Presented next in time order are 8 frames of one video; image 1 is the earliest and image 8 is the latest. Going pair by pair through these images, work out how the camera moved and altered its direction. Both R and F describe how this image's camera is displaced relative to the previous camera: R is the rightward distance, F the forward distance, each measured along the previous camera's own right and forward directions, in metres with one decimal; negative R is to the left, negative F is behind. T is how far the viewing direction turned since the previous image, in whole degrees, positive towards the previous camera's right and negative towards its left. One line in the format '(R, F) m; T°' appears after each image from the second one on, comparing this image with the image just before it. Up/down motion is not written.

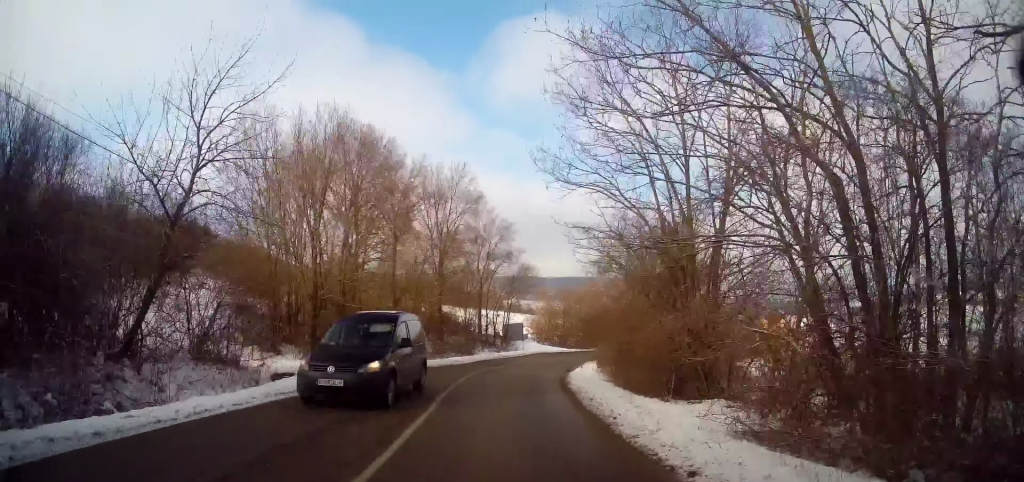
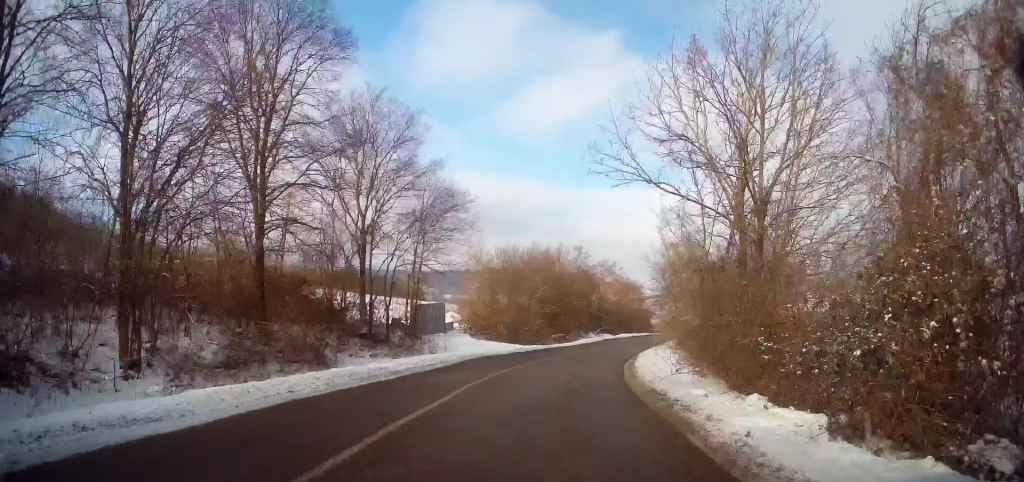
(+1.3, +25.8) m; +8°
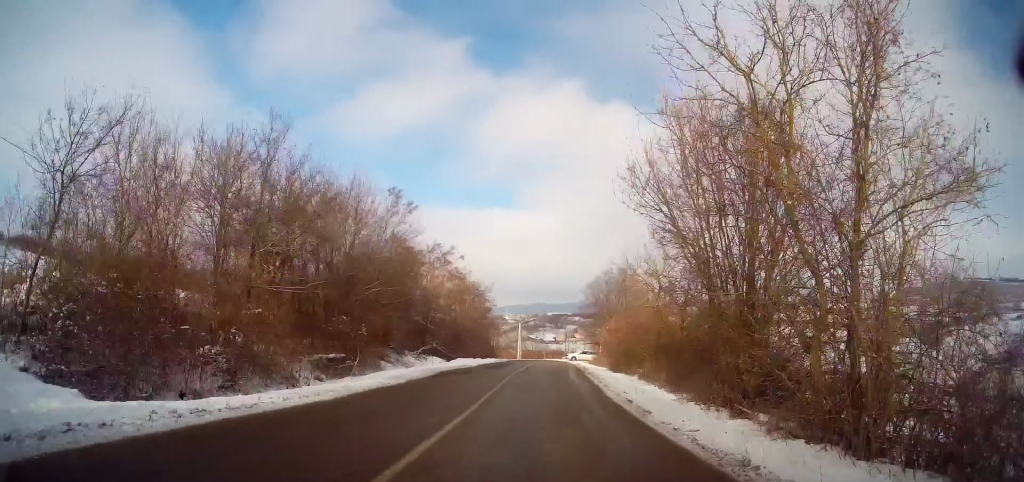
(+3.7, +27.1) m; +16°
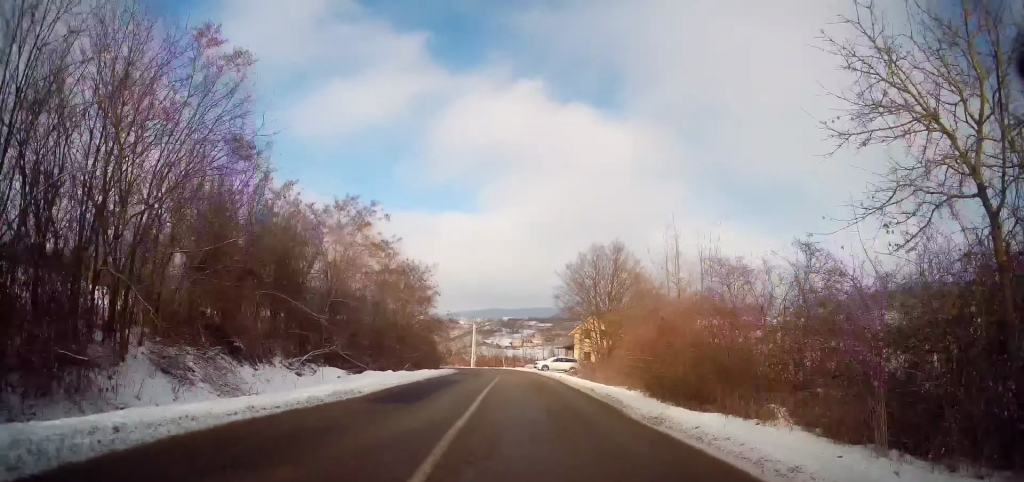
(+1.3, +16.8) m; +6°
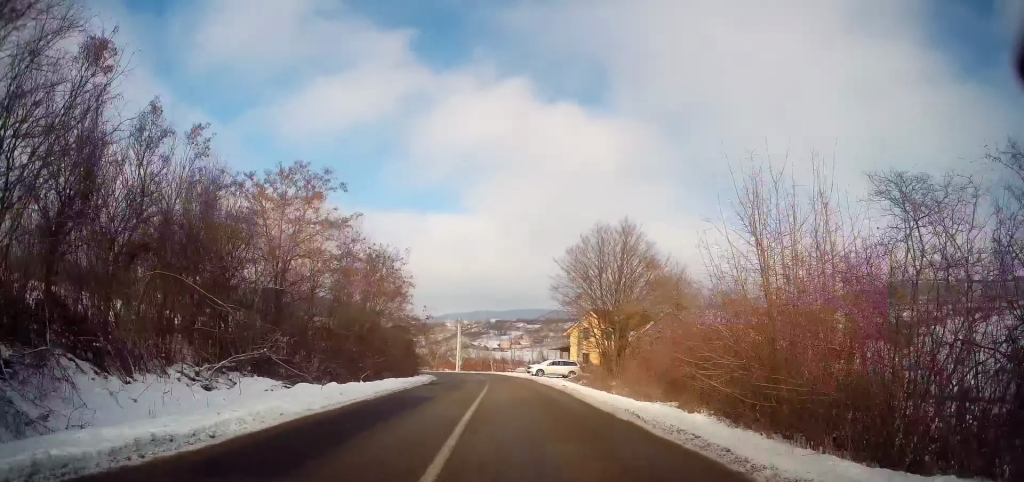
(0.0, +7.0) m; +2°
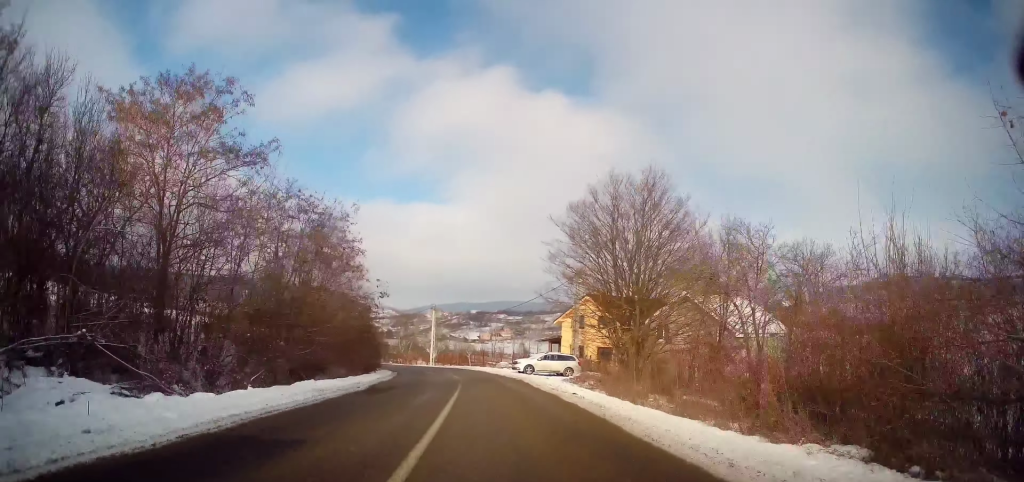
(+0.2, +9.1) m; +1°
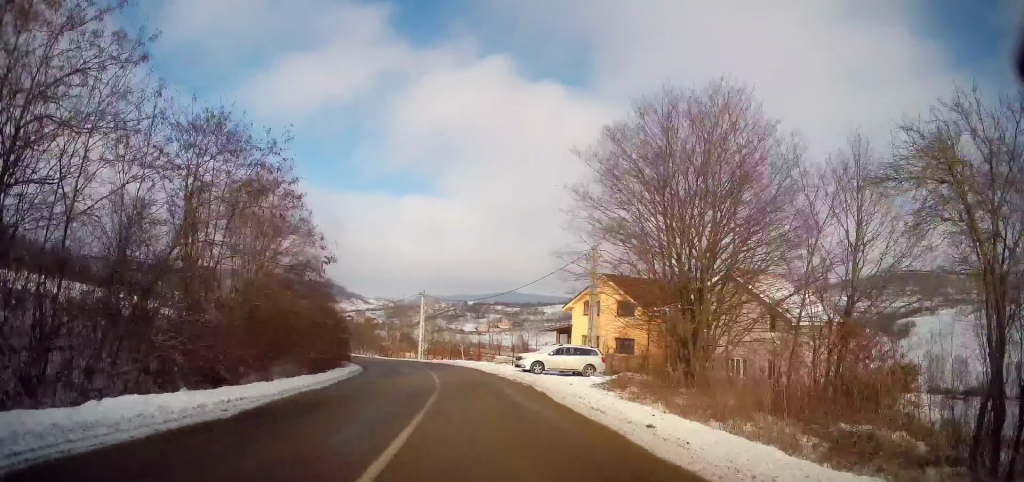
(+0.2, +8.6) m; +1°
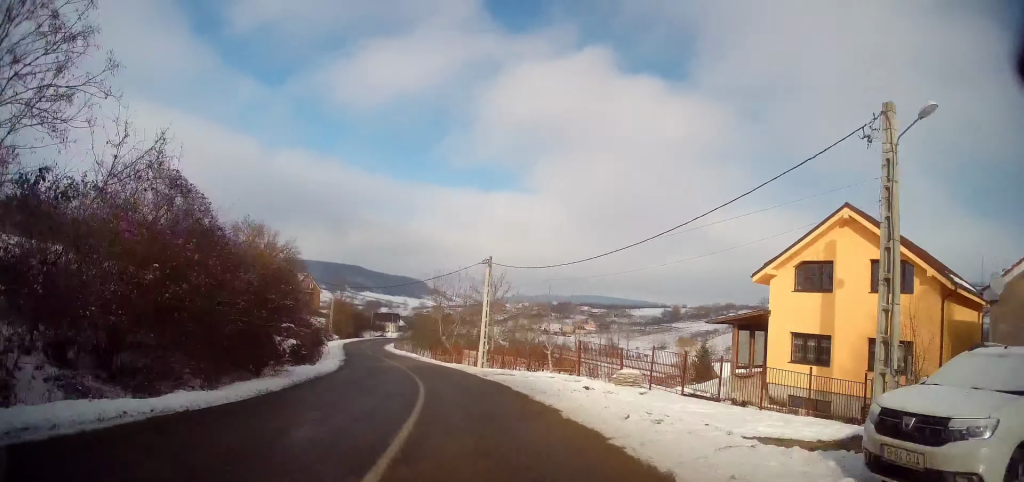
(-1.3, +22.3) m; -9°
